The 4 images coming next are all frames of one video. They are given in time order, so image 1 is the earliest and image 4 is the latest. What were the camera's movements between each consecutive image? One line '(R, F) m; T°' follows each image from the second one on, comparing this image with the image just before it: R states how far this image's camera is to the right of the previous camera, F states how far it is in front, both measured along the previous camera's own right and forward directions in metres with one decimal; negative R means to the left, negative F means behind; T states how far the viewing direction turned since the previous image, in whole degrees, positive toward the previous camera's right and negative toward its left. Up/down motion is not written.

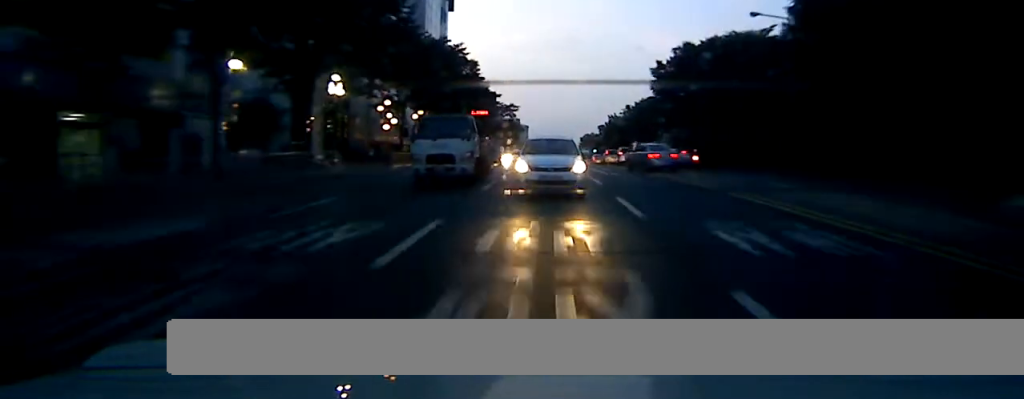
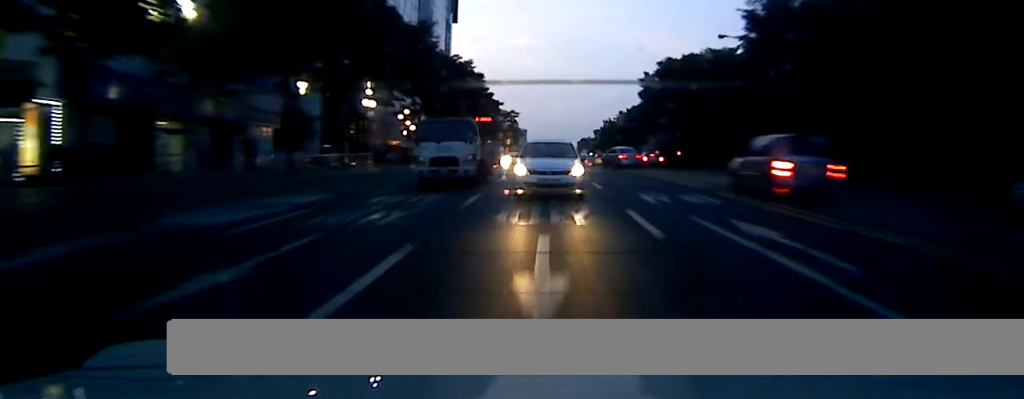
(0.0, +2.8) m; -1°
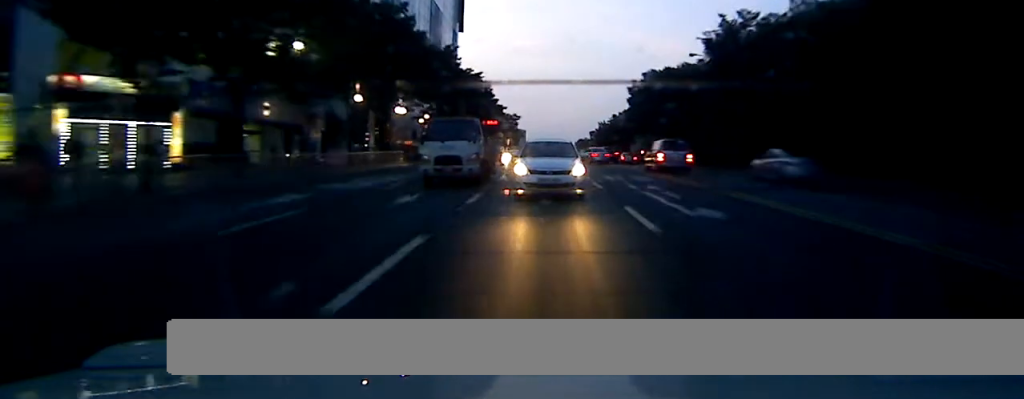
(0.0, +3.7) m; -1°
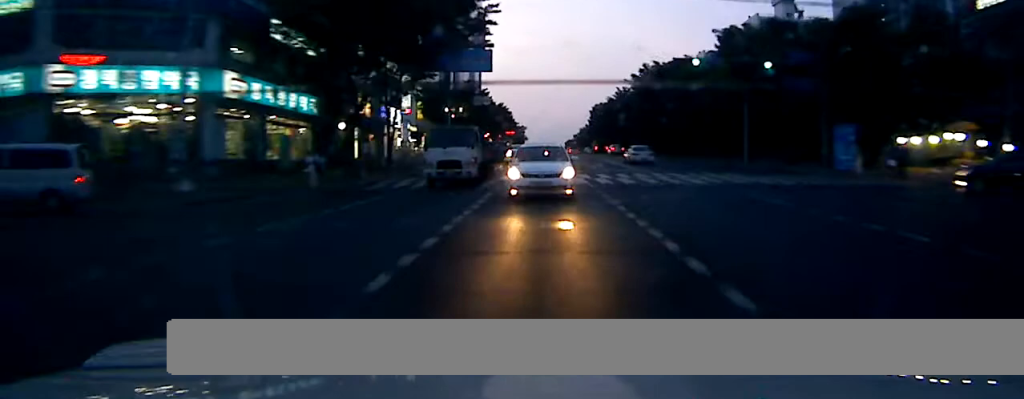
(+0.7, +23.3) m; +3°
